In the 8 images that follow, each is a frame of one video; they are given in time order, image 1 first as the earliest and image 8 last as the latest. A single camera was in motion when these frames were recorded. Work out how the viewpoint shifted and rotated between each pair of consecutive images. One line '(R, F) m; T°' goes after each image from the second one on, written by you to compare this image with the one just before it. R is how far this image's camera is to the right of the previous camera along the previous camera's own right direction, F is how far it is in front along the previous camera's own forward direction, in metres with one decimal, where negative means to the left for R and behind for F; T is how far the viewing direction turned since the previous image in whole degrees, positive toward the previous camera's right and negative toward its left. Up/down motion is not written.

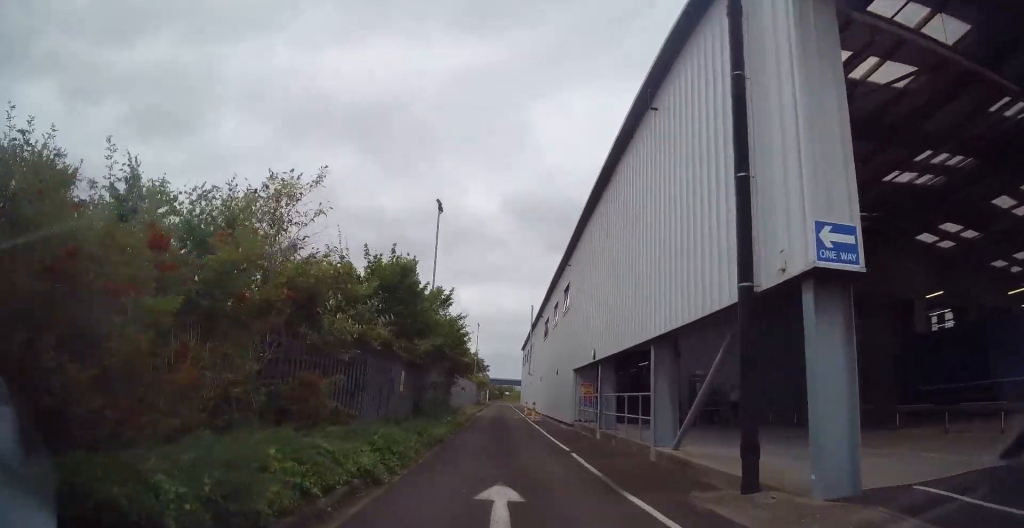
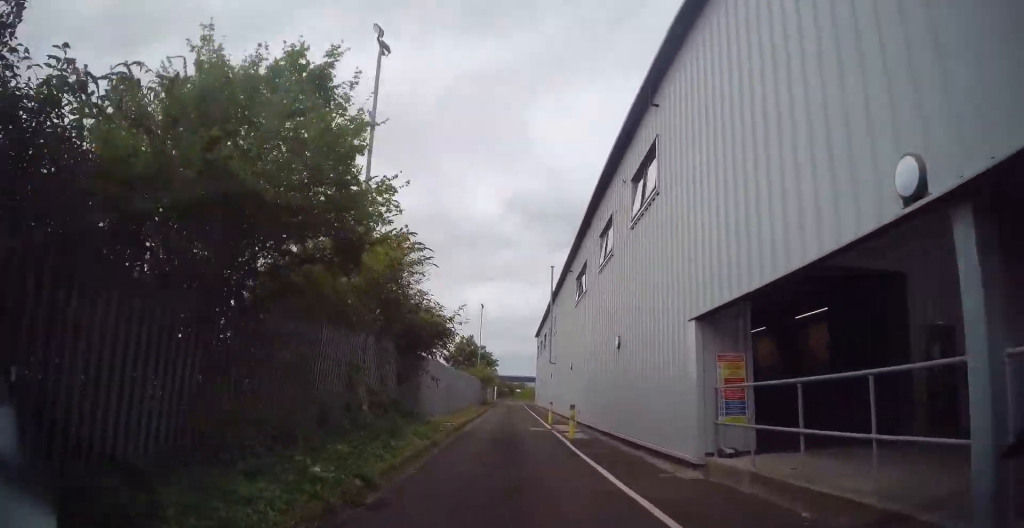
(-0.3, +12.5) m; 0°
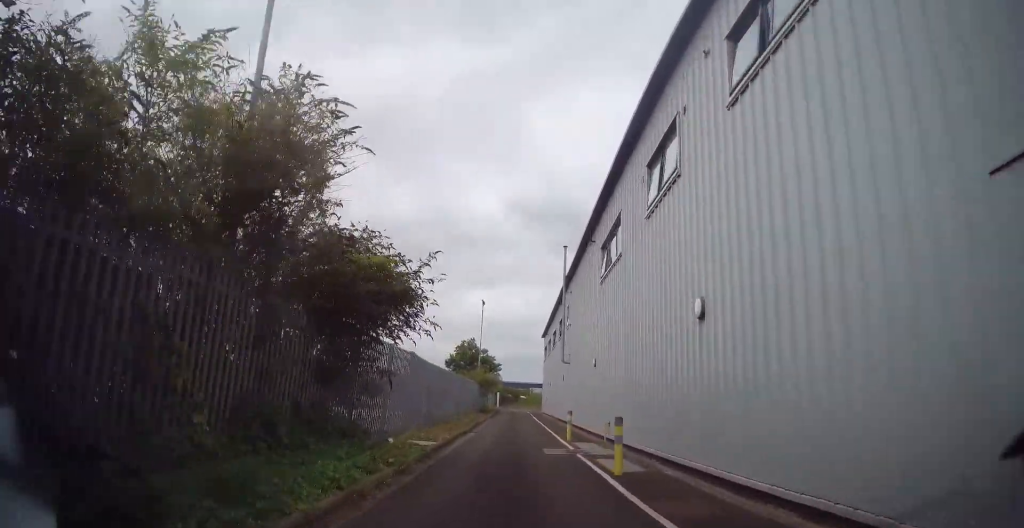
(+0.3, +5.8) m; -1°
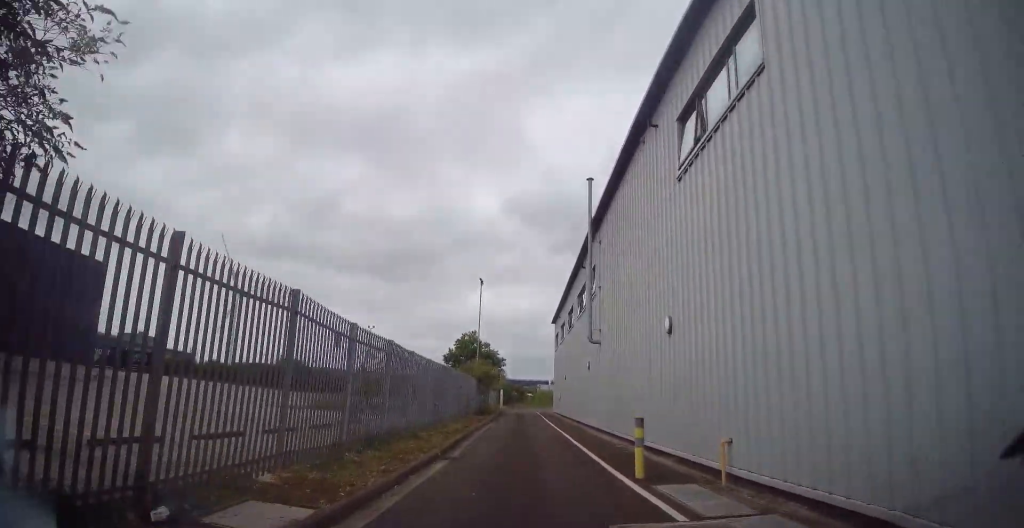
(-0.5, +9.1) m; -3°
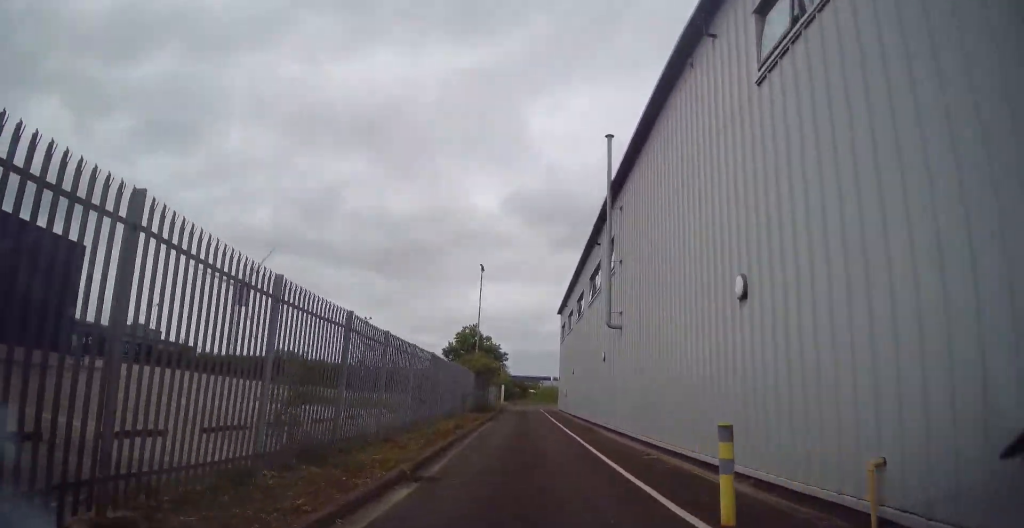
(0.0, +3.5) m; 0°
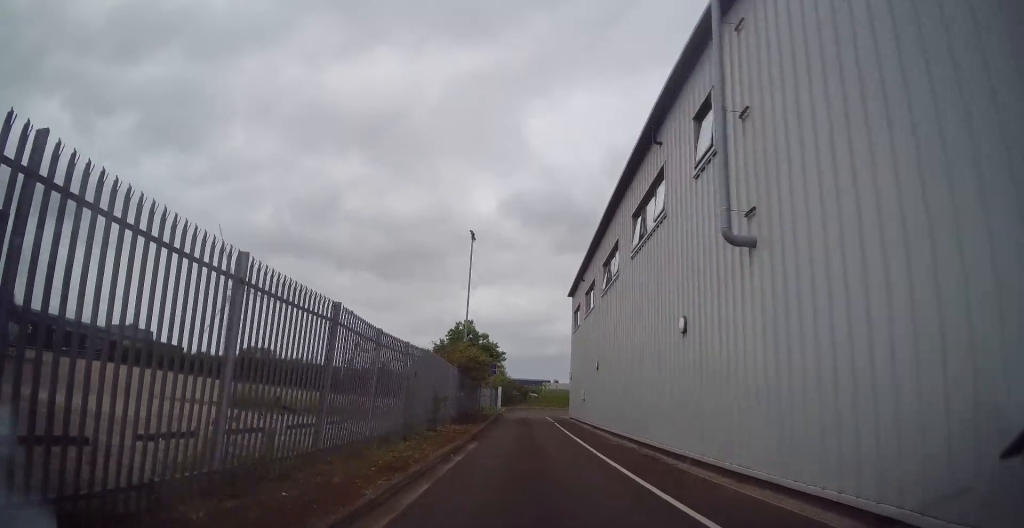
(0.0, +9.5) m; +1°
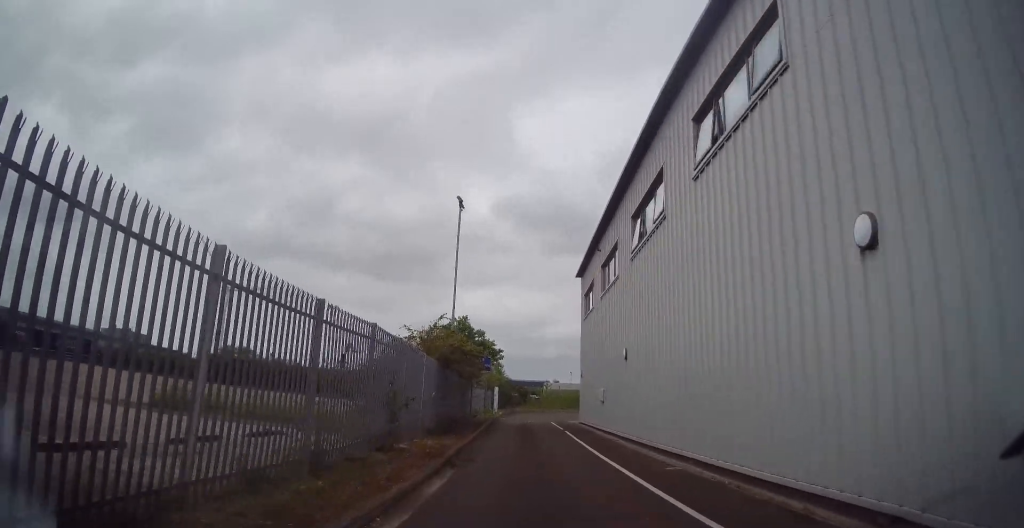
(+0.1, +5.5) m; +1°
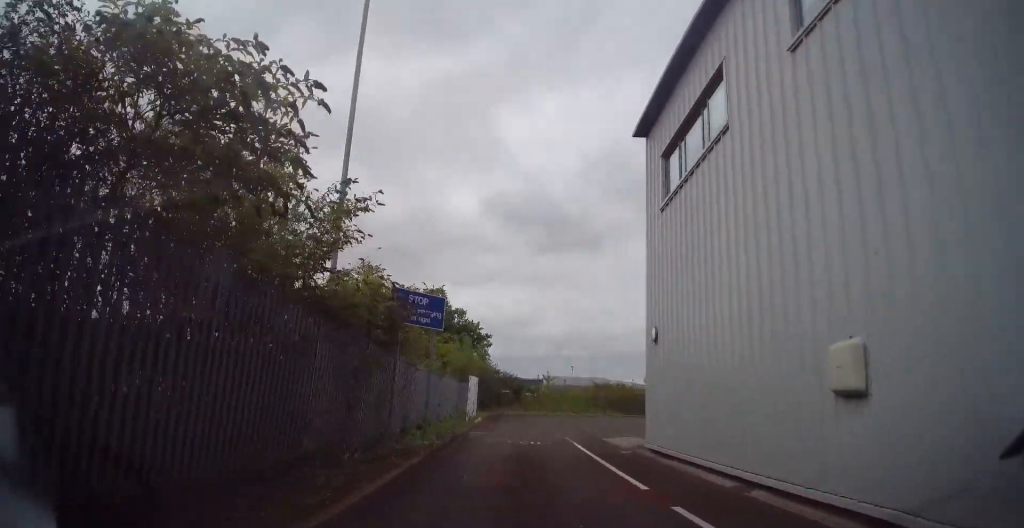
(0.0, +13.5) m; -1°
